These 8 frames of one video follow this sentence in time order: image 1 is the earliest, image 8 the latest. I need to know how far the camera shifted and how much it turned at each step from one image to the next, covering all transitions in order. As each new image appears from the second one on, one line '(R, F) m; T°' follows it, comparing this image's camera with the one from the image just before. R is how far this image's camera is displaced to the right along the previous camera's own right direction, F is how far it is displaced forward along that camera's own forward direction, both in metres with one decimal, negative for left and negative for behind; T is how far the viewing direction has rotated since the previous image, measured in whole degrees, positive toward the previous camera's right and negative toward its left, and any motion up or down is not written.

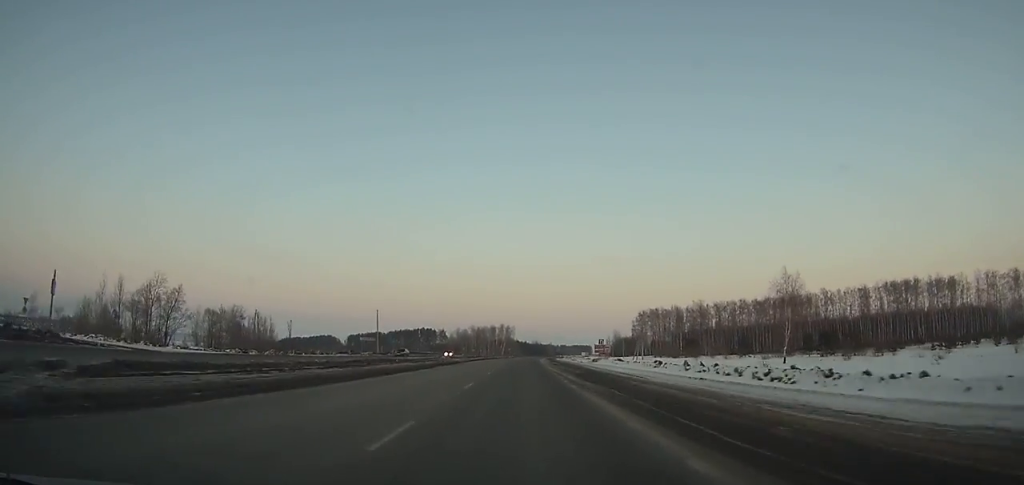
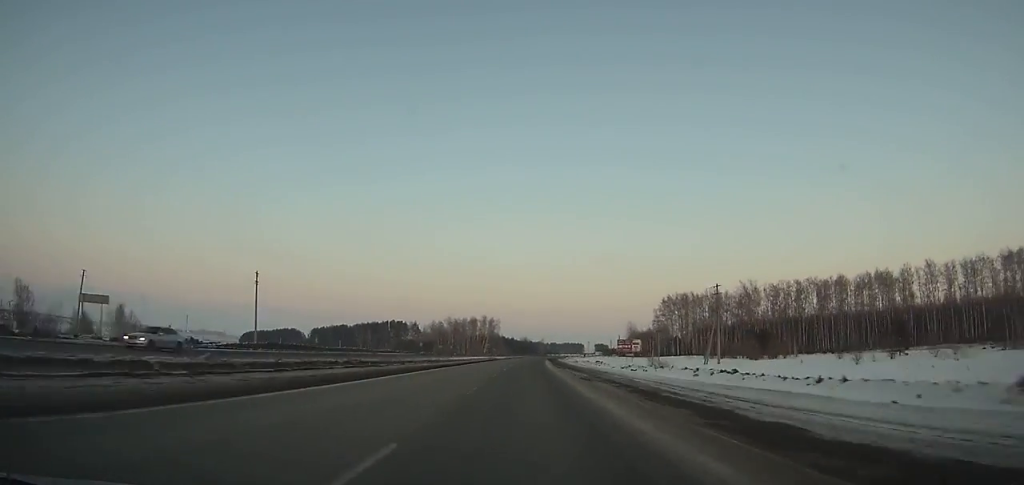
(+0.6, +71.9) m; +1°
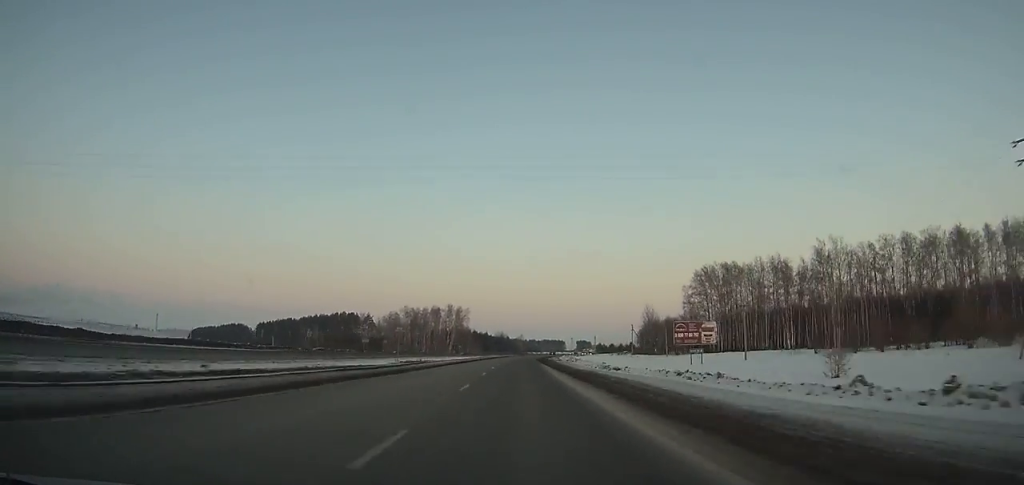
(+1.0, +69.7) m; +2°
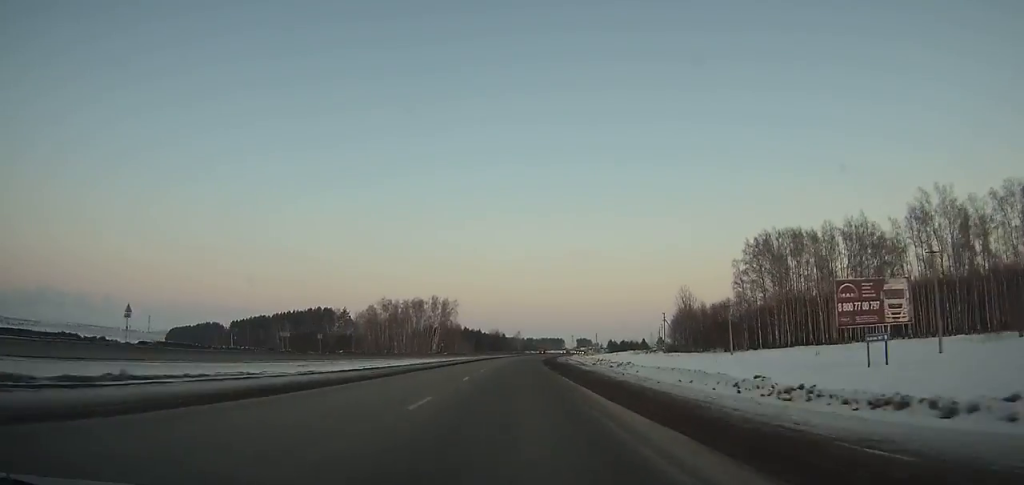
(+0.2, +40.2) m; +1°
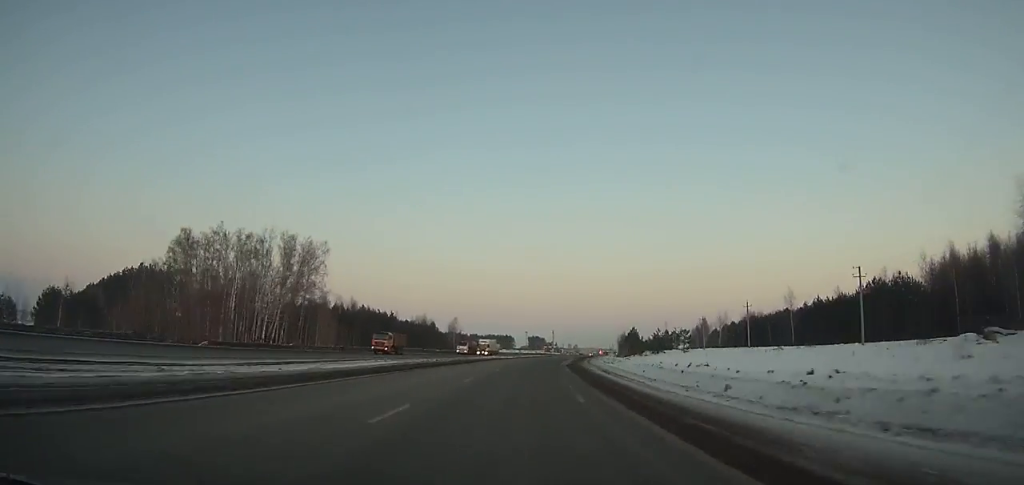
(+5.5, +125.9) m; +6°
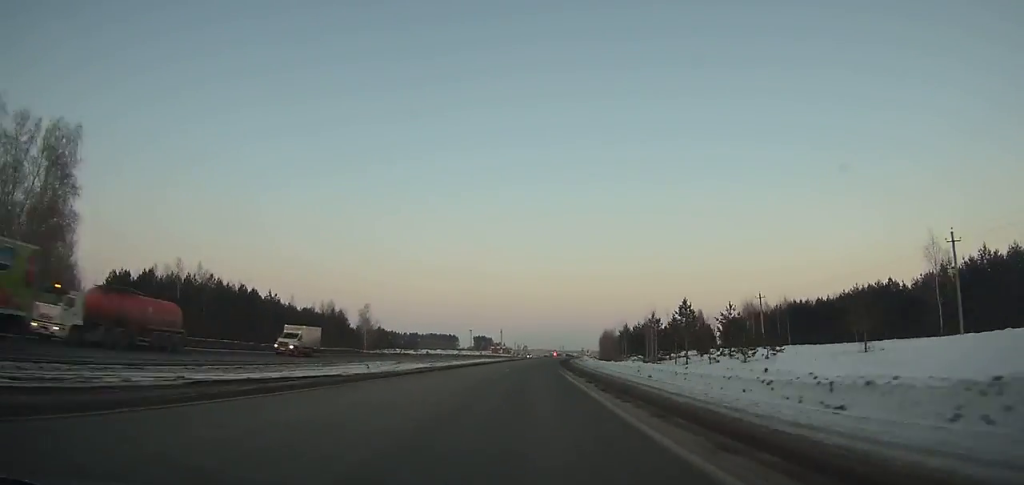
(+2.6, +67.3) m; +4°
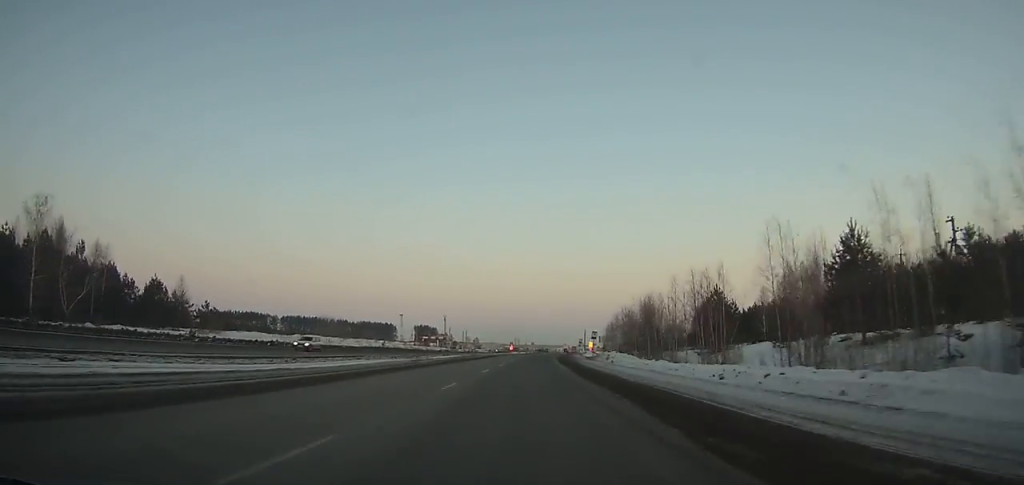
(+5.3, +107.4) m; +5°
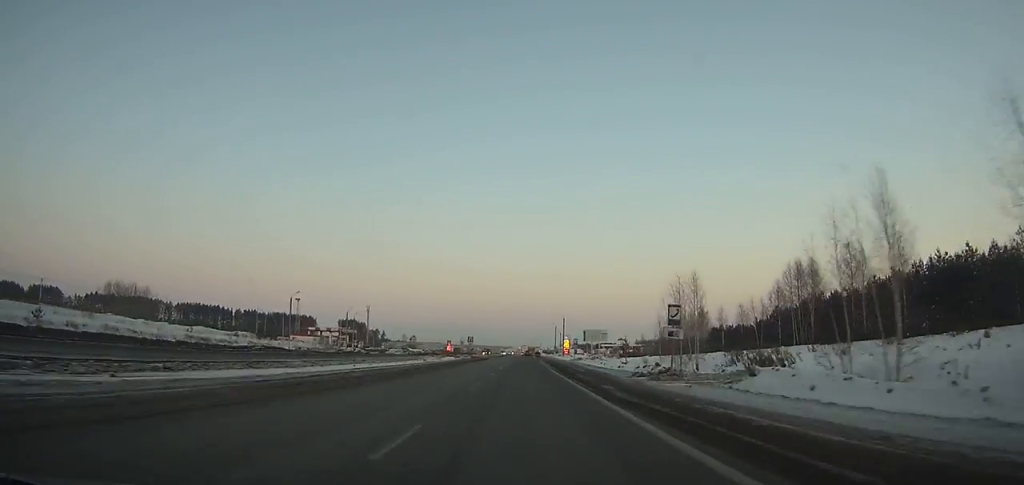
(+3.3, +91.6) m; +3°
